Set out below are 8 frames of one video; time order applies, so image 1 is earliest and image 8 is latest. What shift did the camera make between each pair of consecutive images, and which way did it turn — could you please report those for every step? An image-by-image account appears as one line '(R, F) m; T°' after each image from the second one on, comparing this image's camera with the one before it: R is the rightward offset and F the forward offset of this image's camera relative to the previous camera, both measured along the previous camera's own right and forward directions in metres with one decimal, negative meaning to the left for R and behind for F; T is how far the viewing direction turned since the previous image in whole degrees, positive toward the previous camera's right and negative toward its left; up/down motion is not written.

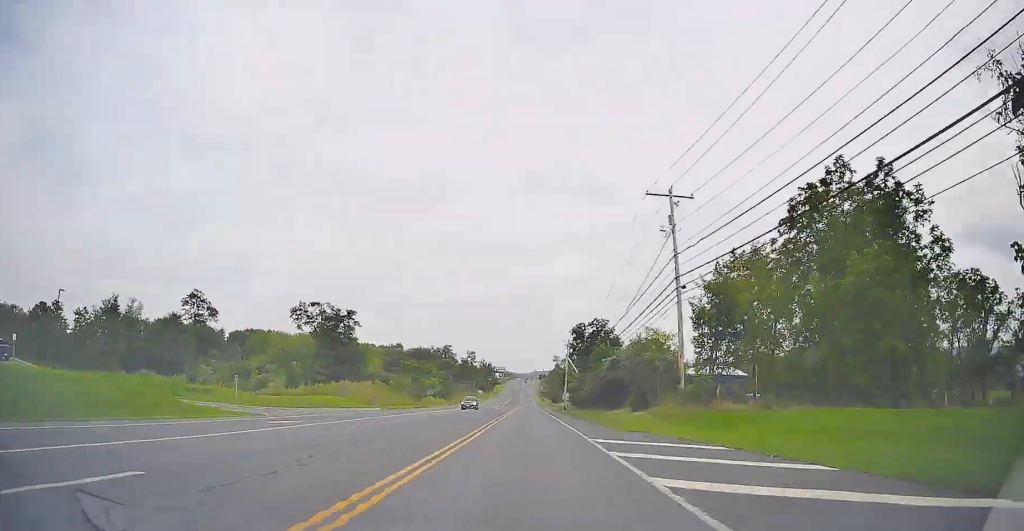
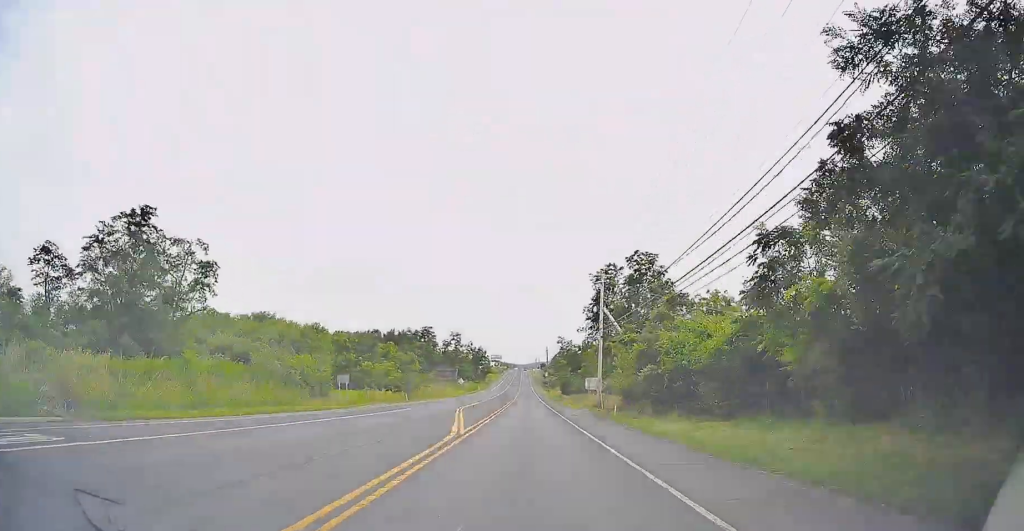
(+0.4, +45.5) m; 0°
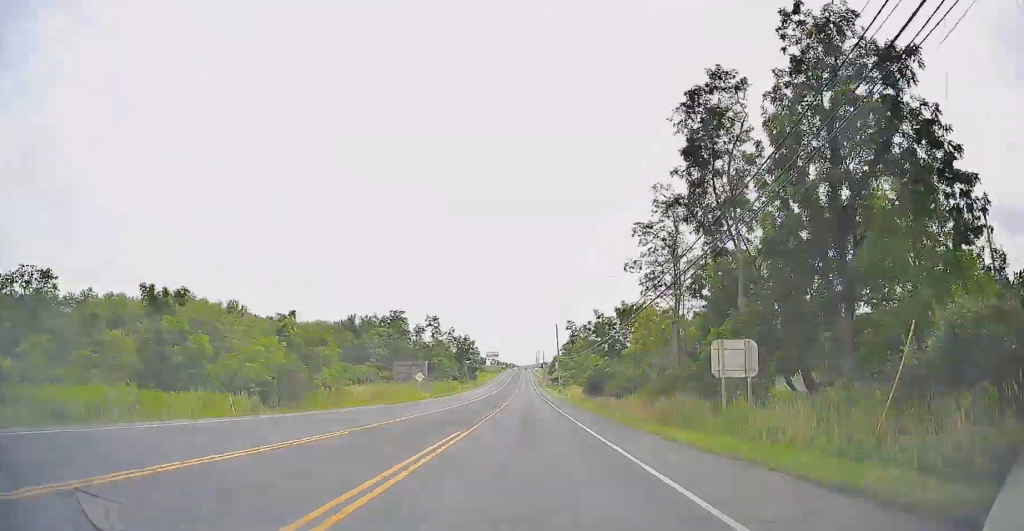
(+0.2, +45.5) m; 0°
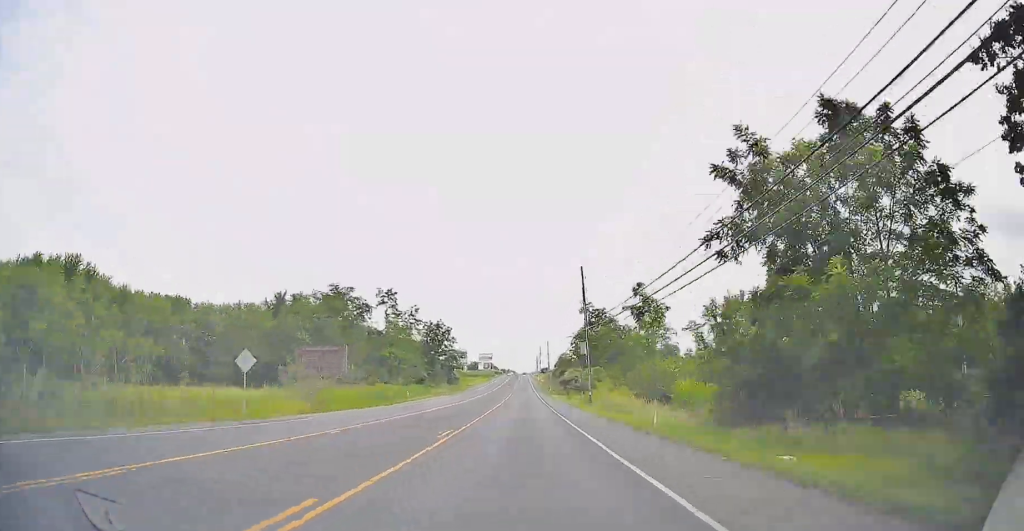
(-0.1, +45.6) m; 0°
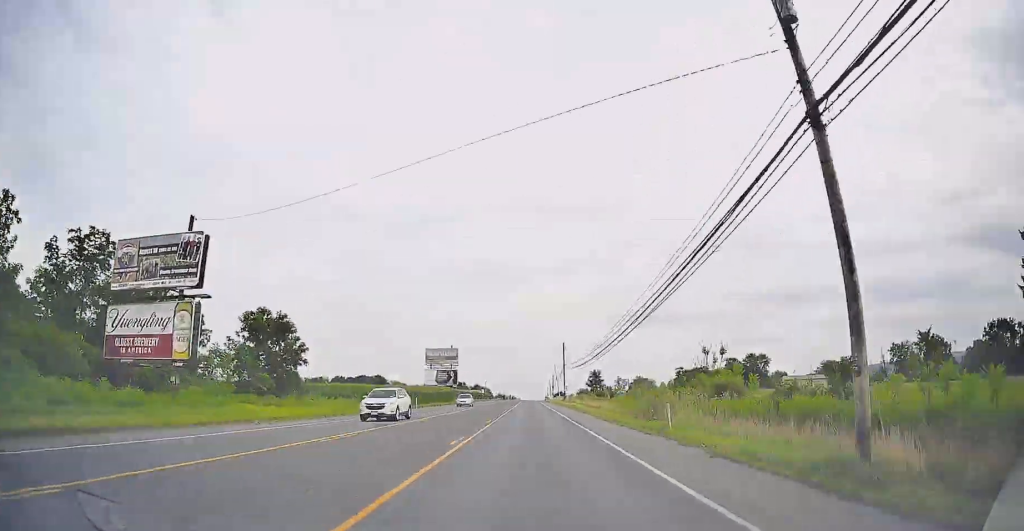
(-1.3, +159.9) m; -1°
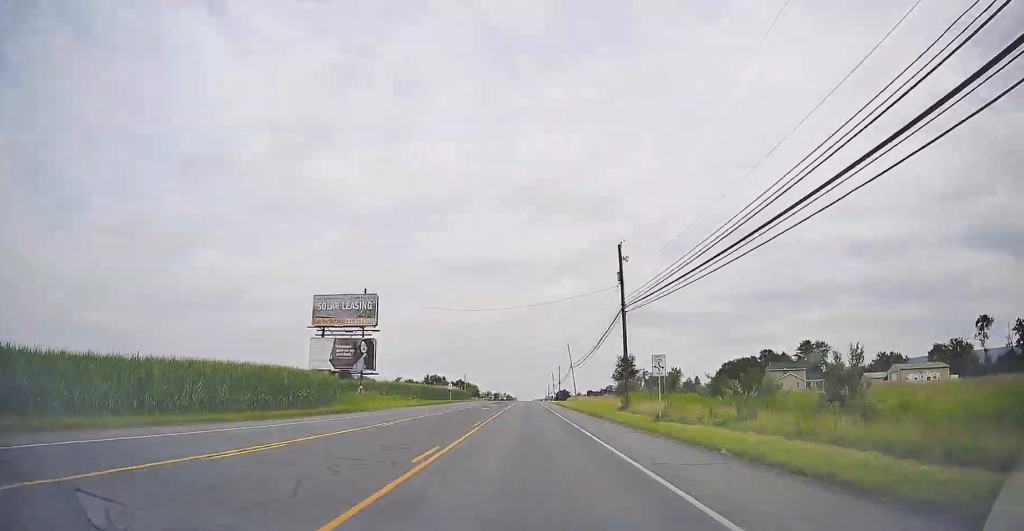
(0.0, +63.0) m; 0°
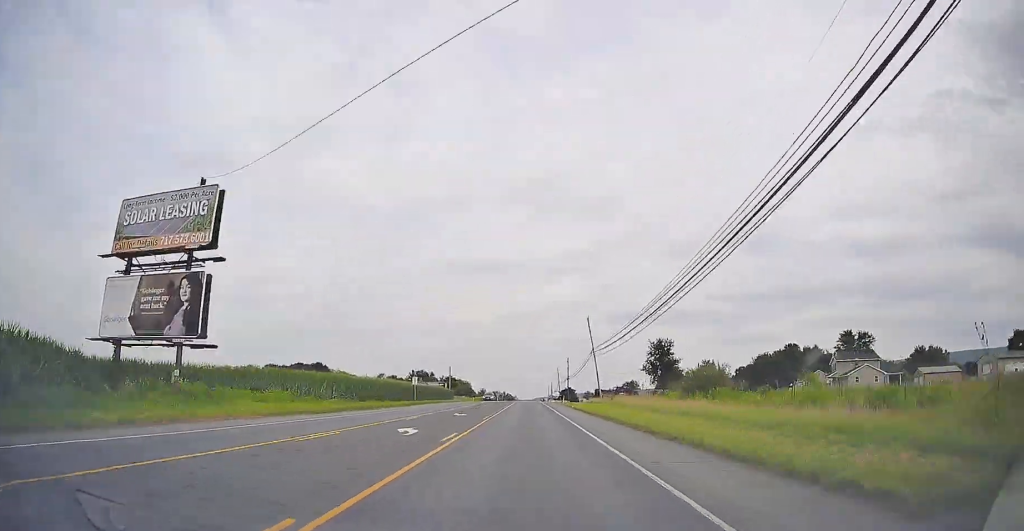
(0.0, +32.5) m; 0°
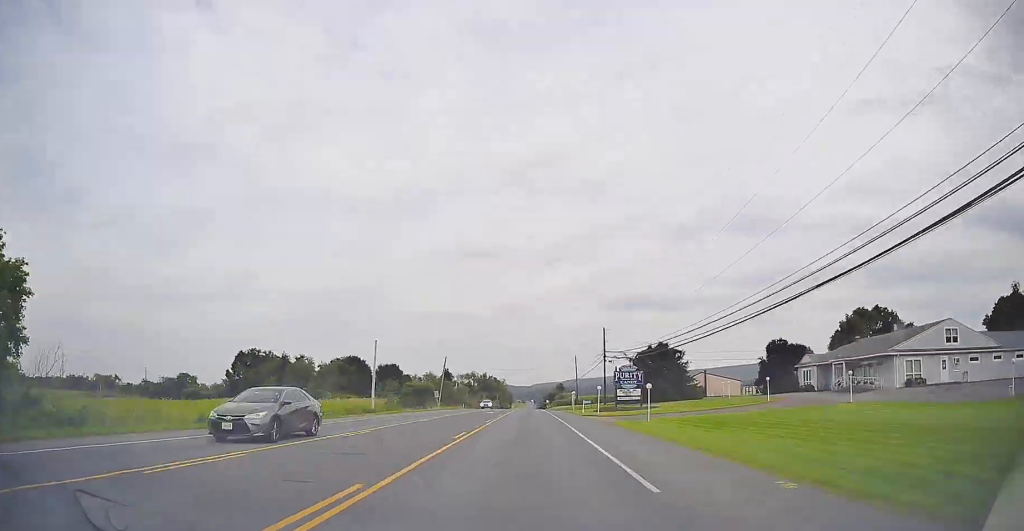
(+0.3, +203.6) m; 0°
